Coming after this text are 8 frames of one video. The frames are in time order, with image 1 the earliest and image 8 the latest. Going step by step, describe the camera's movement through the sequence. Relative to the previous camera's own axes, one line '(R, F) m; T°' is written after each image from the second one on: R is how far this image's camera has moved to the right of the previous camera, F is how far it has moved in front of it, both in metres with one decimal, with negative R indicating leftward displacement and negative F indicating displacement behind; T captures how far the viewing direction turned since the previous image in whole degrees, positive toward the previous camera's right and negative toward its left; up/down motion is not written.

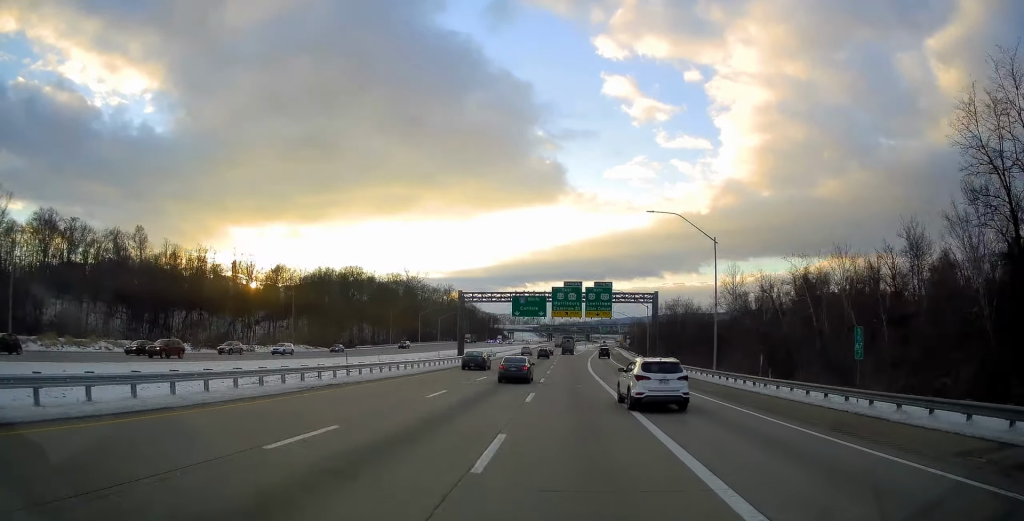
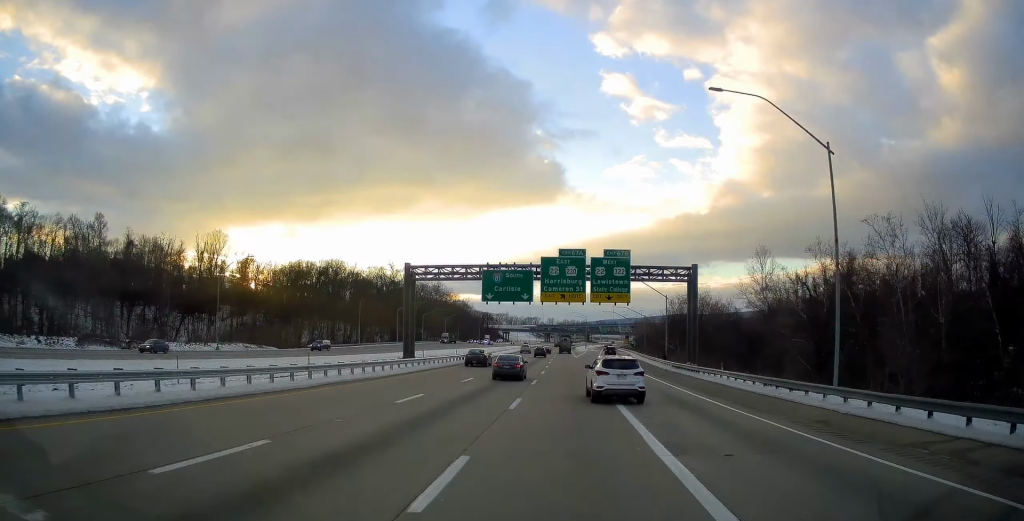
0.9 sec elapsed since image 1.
(0.0, +27.0) m; +1°
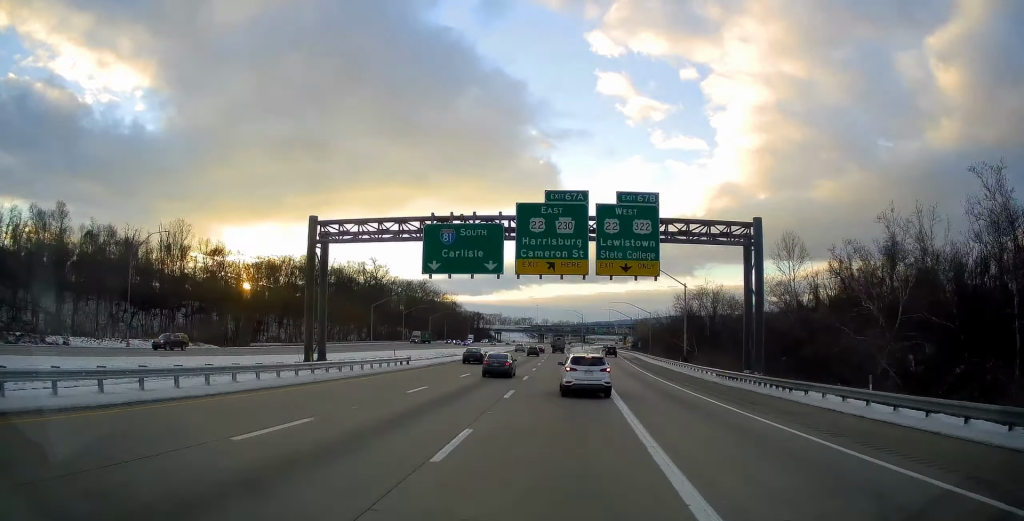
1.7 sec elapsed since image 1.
(0.0, +21.2) m; +1°
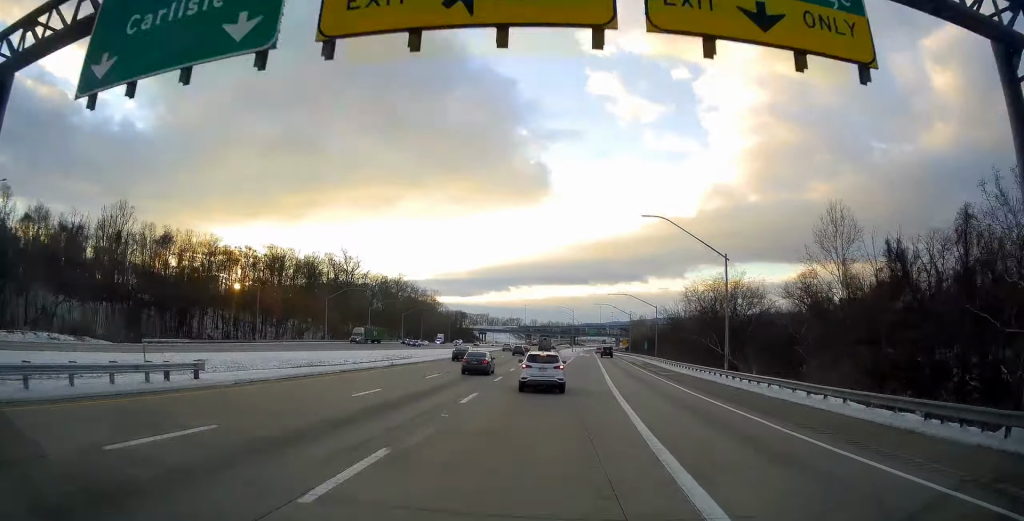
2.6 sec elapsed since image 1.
(+0.4, +26.9) m; +1°
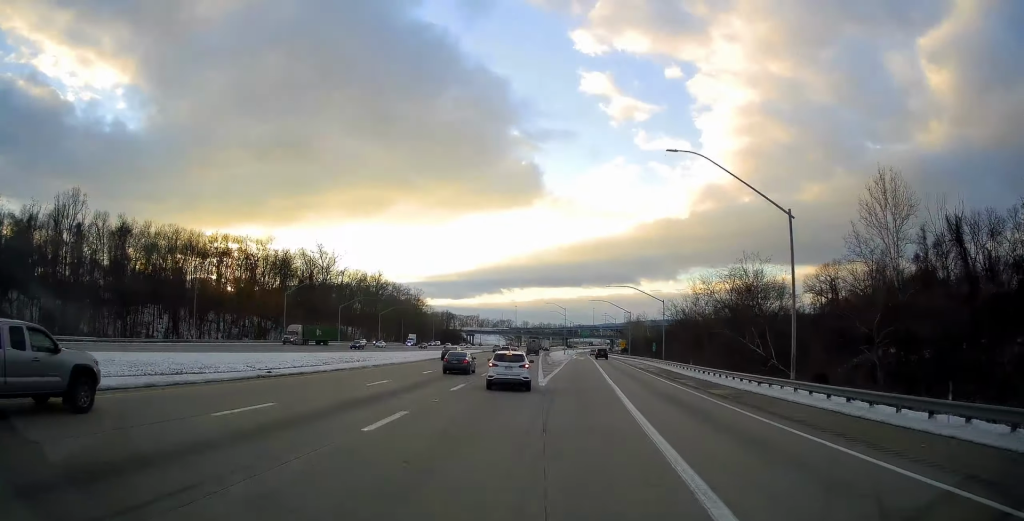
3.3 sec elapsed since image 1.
(0.0, +19.2) m; 0°
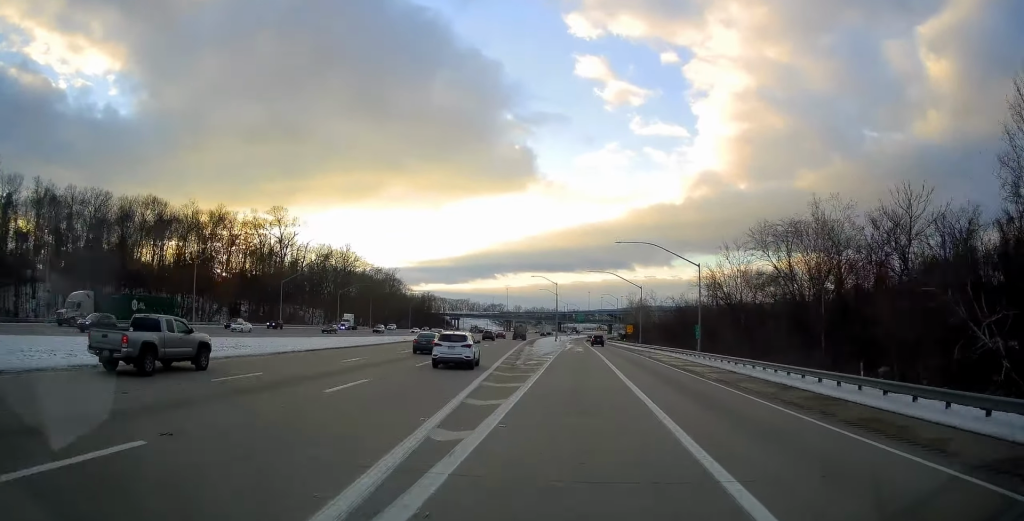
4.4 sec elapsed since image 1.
(0.0, +33.3) m; 0°
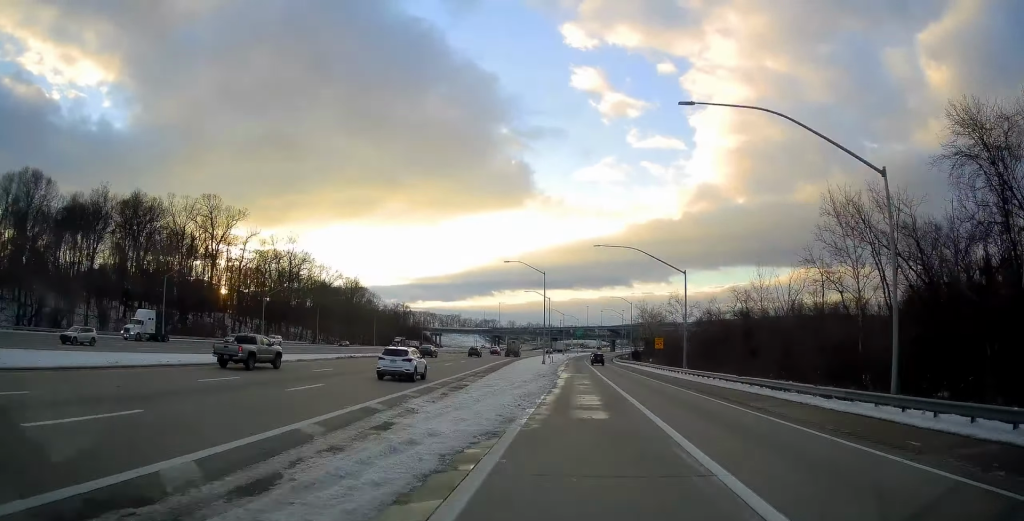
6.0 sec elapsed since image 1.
(+0.7, +45.2) m; +2°
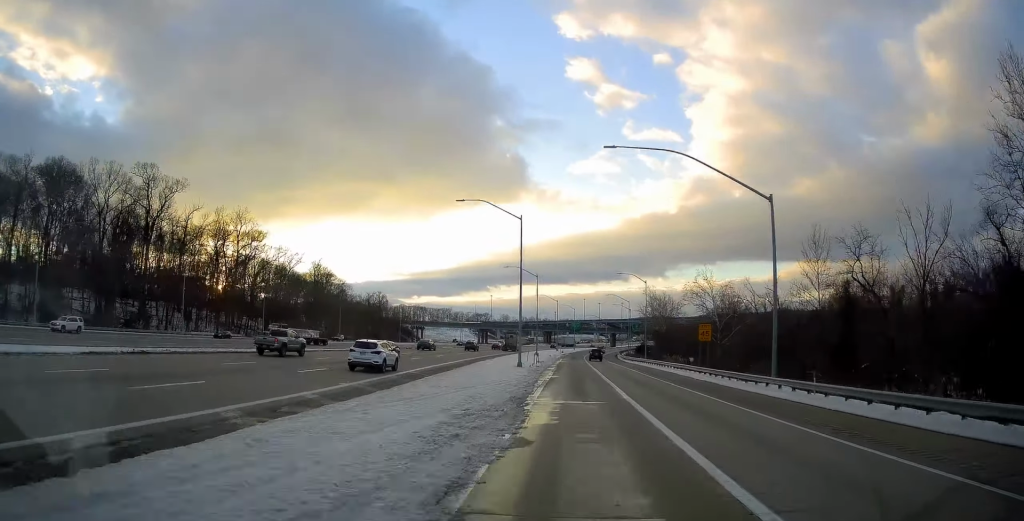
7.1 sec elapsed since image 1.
(+0.3, +30.6) m; +1°
